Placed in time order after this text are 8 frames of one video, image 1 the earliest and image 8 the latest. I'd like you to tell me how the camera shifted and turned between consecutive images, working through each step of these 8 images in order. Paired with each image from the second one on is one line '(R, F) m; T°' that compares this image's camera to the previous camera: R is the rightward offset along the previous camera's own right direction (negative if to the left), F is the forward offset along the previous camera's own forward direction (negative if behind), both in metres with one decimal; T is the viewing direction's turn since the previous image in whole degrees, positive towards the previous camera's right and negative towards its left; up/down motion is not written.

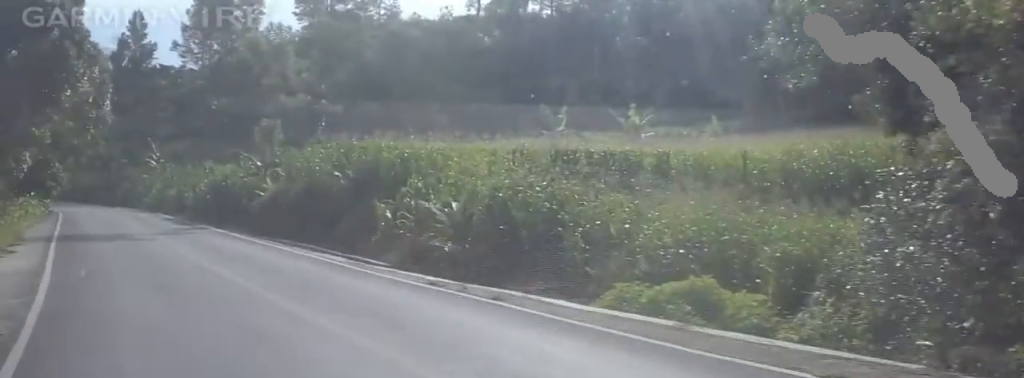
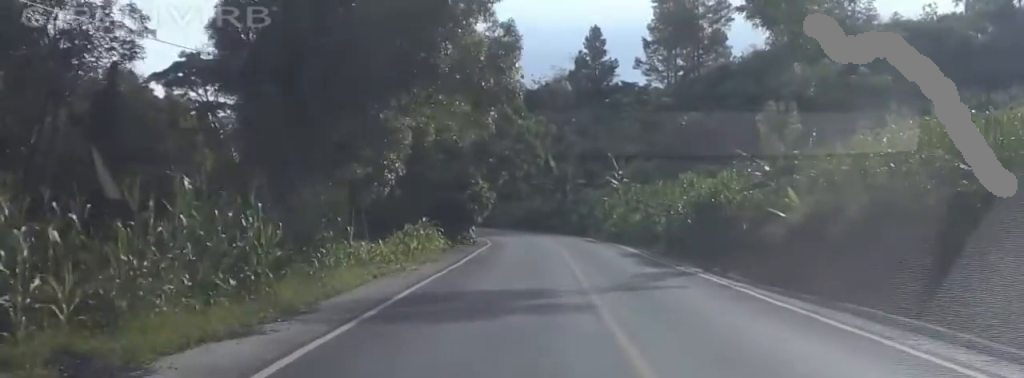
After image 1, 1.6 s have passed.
(-3.2, +16.8) m; -16°
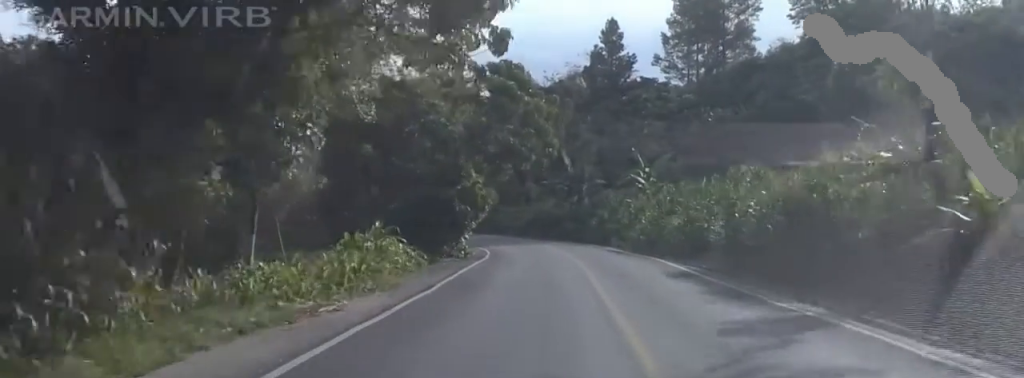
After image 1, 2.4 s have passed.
(-0.2, +9.9) m; -6°
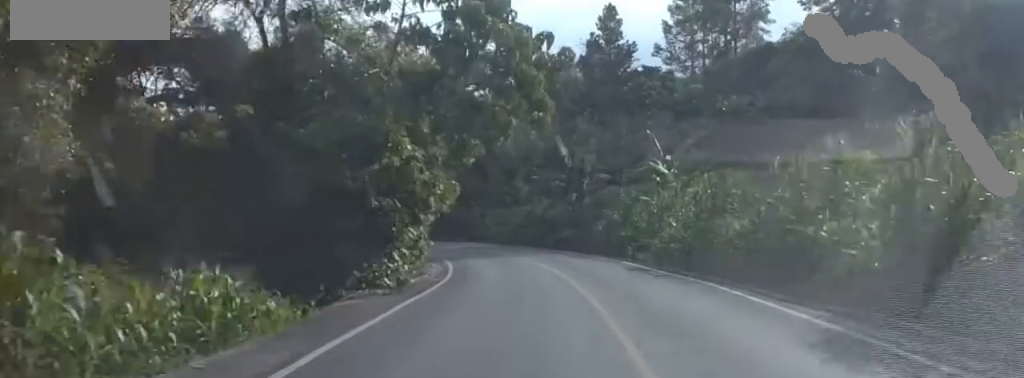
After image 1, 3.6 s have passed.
(-1.1, +13.2) m; -5°
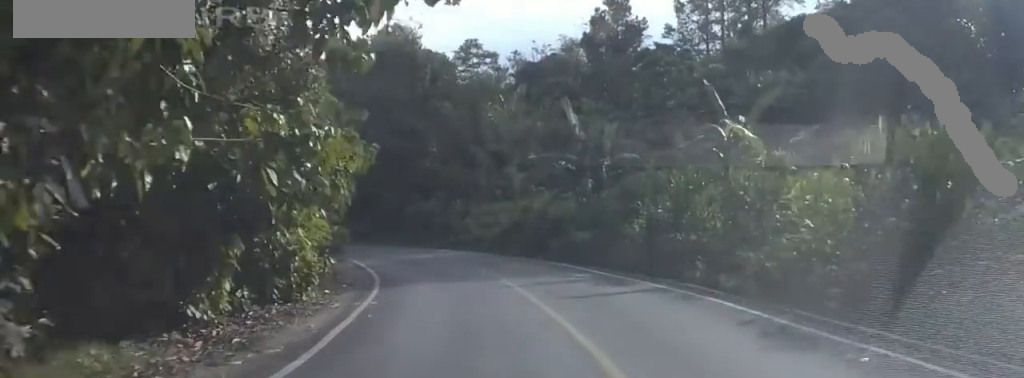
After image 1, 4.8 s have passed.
(0.0, +15.9) m; 0°
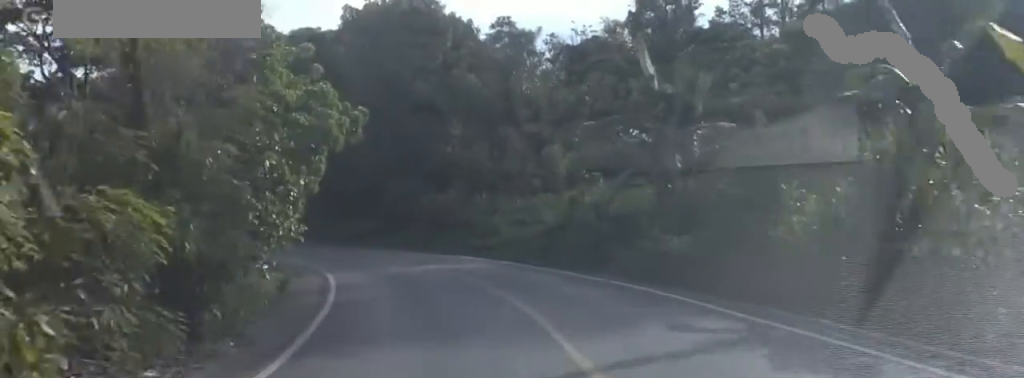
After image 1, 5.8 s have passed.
(0.0, +11.8) m; -3°
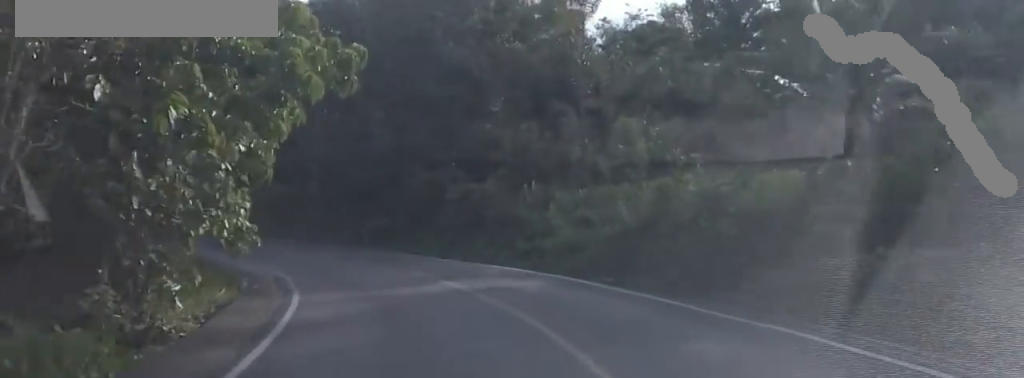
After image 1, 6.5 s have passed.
(-0.1, +9.3) m; -5°
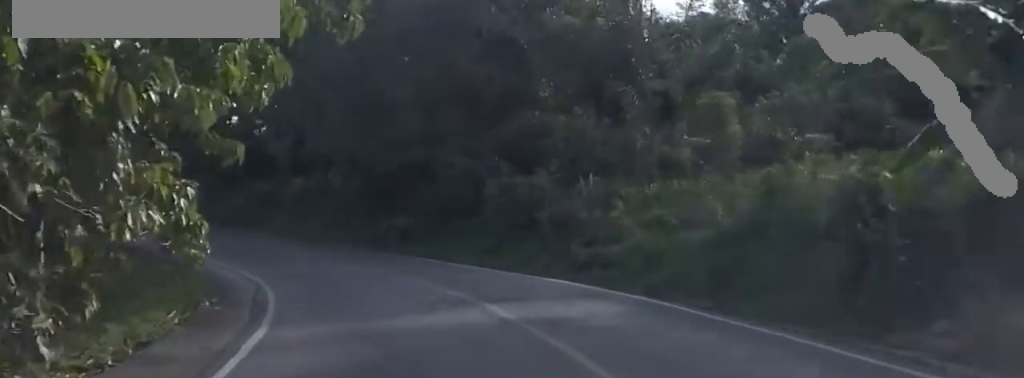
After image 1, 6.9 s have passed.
(-0.4, +5.8) m; -5°
